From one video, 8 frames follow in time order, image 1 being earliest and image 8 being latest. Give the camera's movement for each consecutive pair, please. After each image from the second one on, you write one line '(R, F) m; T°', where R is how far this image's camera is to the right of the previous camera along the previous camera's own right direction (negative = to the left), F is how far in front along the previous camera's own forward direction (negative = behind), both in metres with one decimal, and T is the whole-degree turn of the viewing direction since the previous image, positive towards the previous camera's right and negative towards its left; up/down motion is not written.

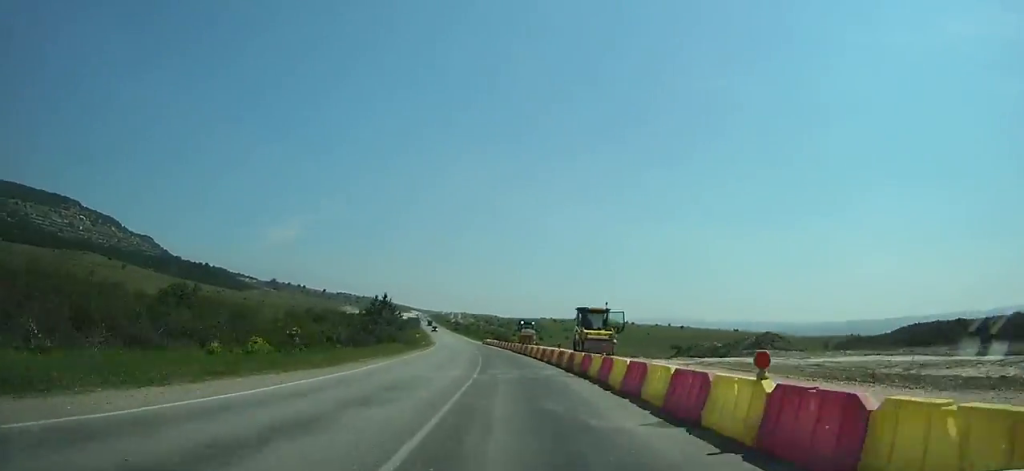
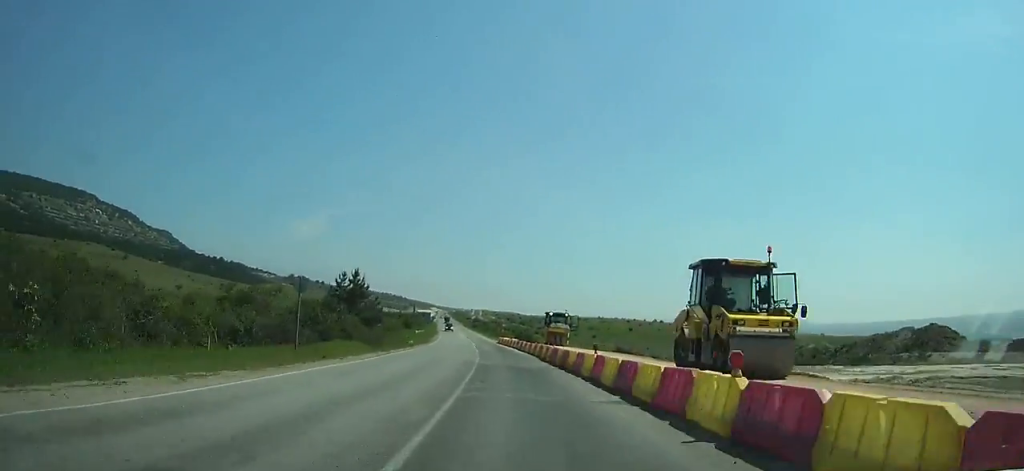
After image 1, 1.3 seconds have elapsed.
(0.0, +22.1) m; -2°
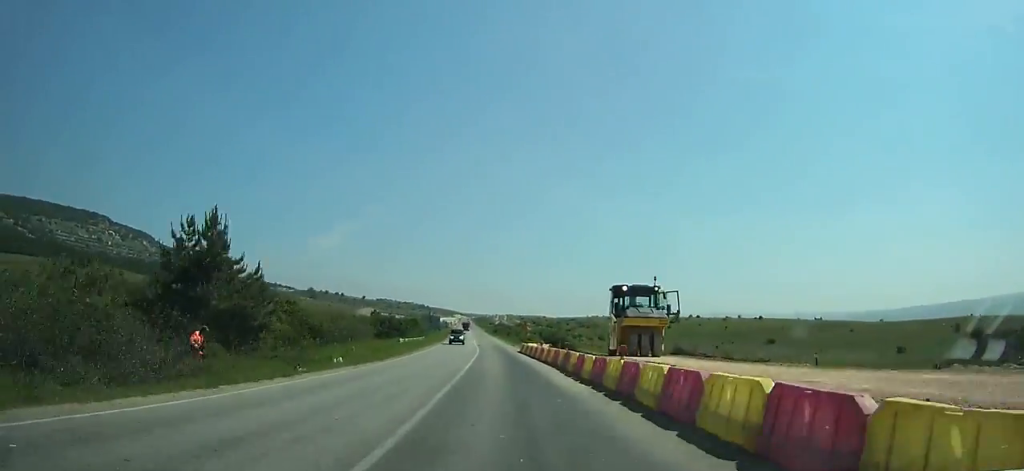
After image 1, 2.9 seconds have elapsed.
(-1.0, +27.5) m; -2°
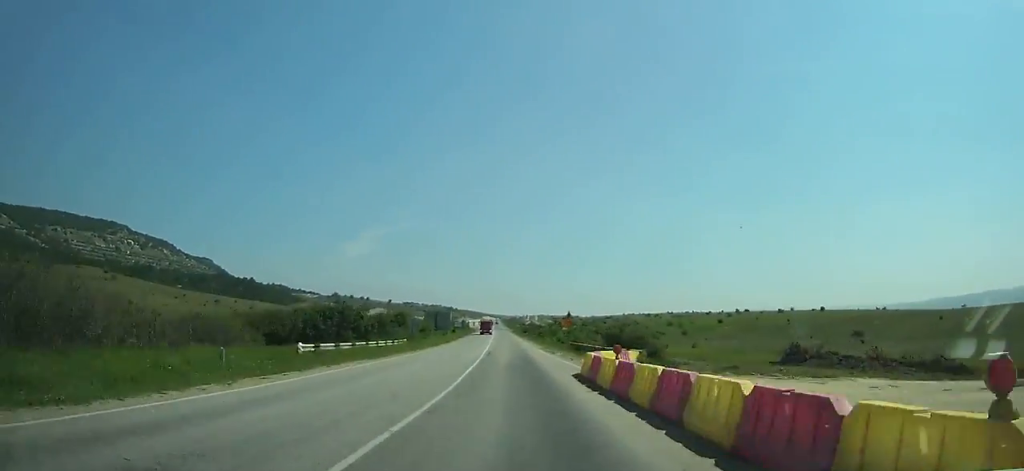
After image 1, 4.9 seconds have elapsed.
(-0.7, +34.5) m; -2°
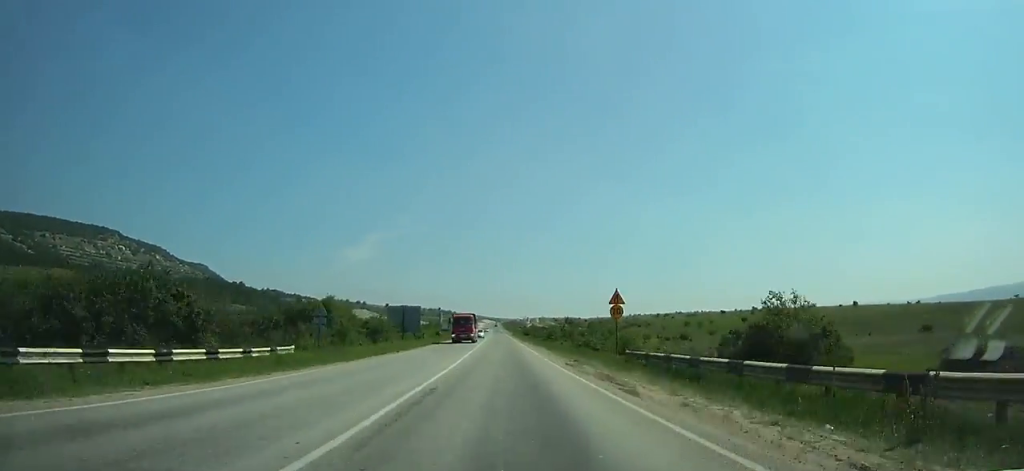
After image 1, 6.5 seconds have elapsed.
(-0.6, +27.7) m; -1°
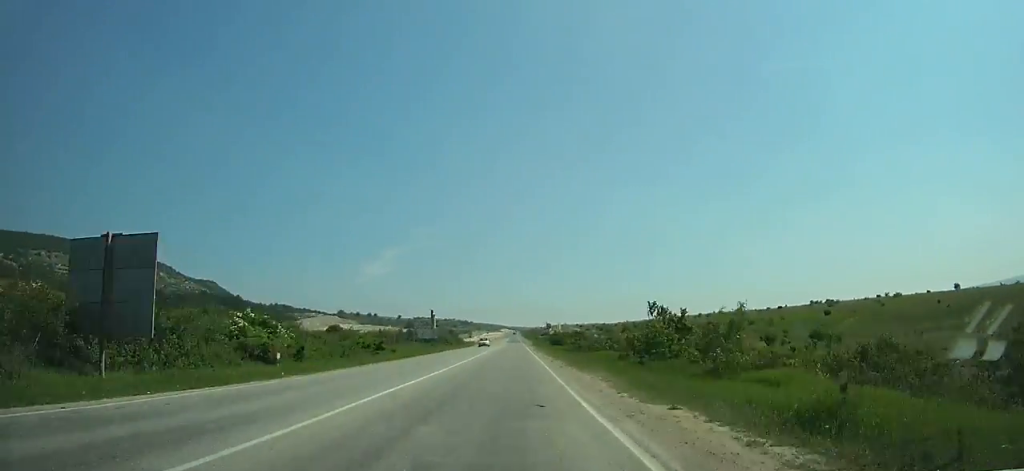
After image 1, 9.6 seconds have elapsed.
(-0.7, +53.6) m; -1°
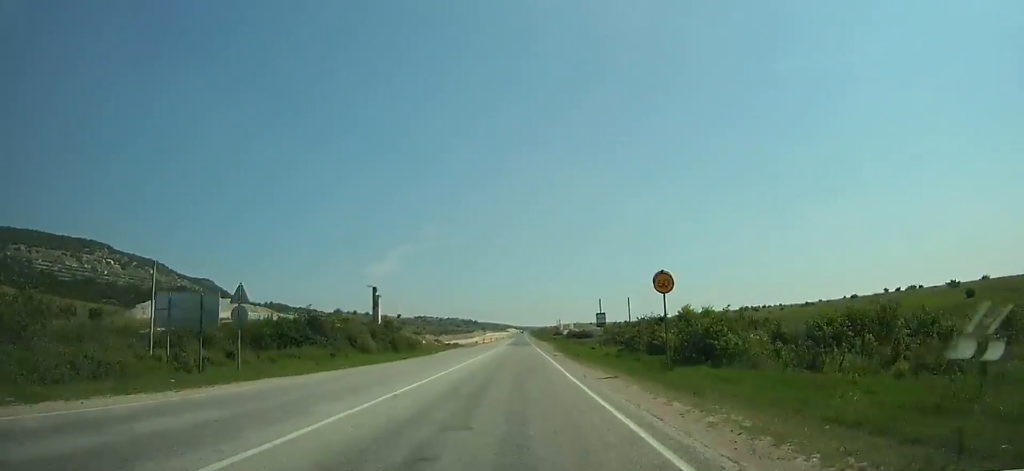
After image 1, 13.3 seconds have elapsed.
(-0.5, +63.7) m; -1°
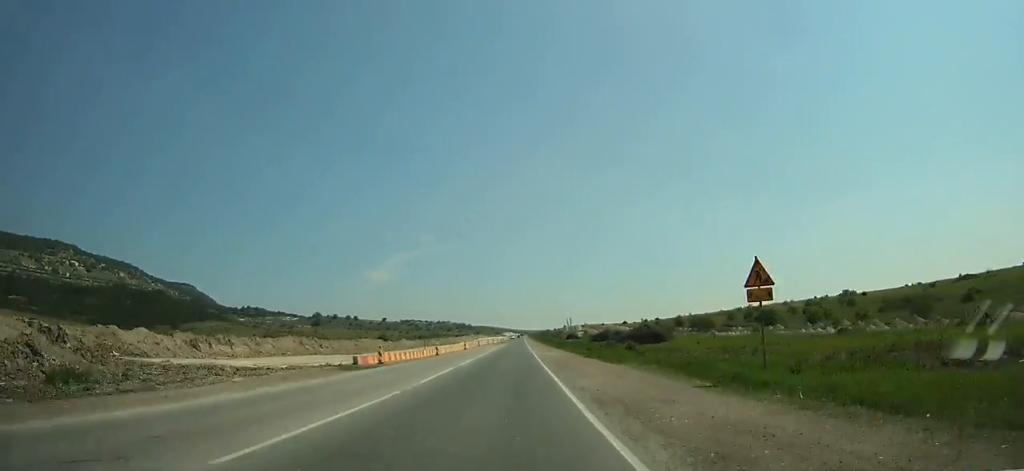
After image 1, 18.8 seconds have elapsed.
(-0.4, +94.8) m; 0°
